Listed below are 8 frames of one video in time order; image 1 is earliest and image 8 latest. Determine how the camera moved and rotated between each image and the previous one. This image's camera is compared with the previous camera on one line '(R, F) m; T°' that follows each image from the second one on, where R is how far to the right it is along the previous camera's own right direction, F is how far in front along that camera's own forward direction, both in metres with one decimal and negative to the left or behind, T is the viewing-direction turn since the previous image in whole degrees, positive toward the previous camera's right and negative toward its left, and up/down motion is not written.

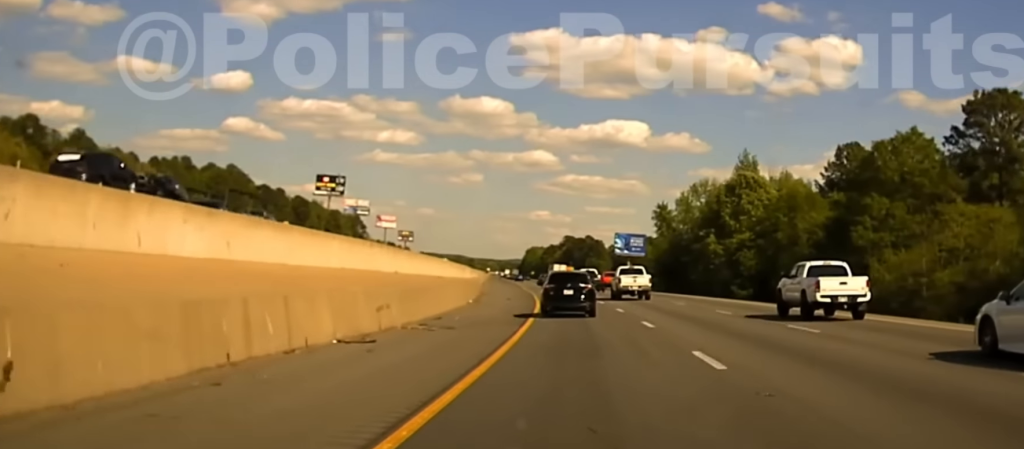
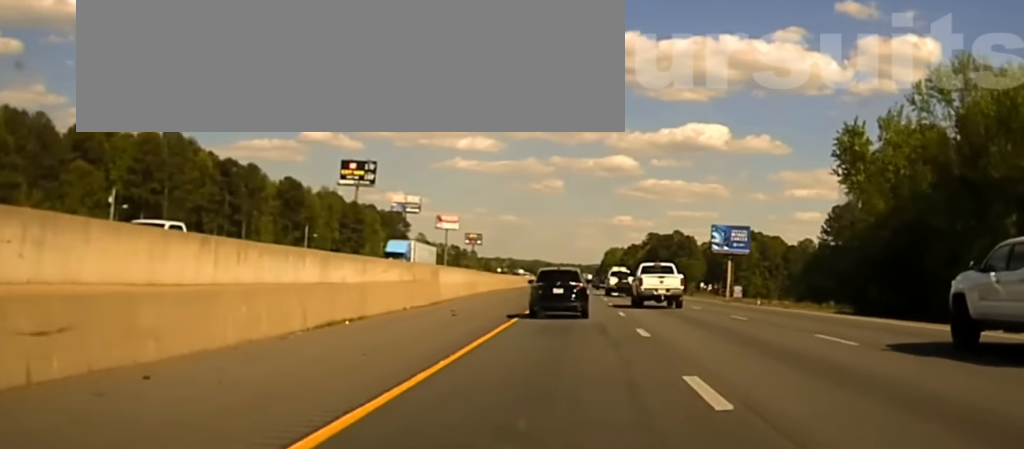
(-1.3, +70.0) m; -1°
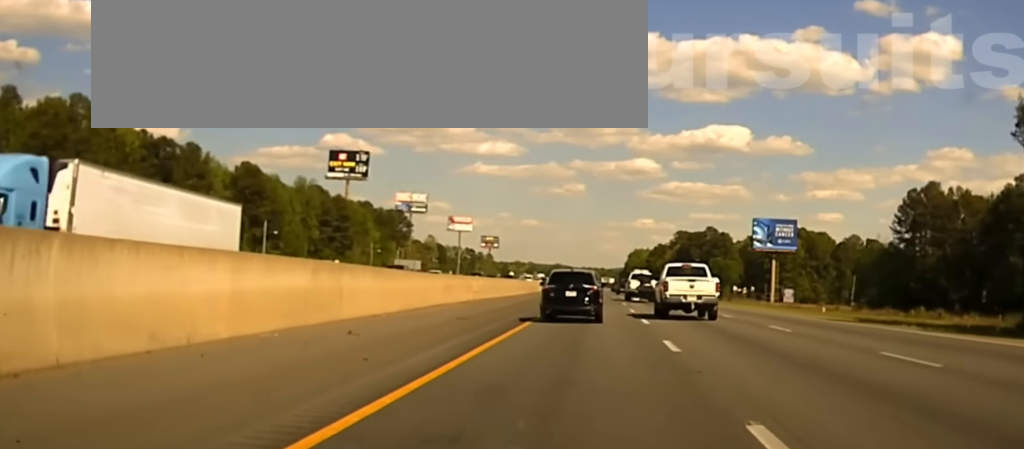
(0.0, +37.0) m; 0°
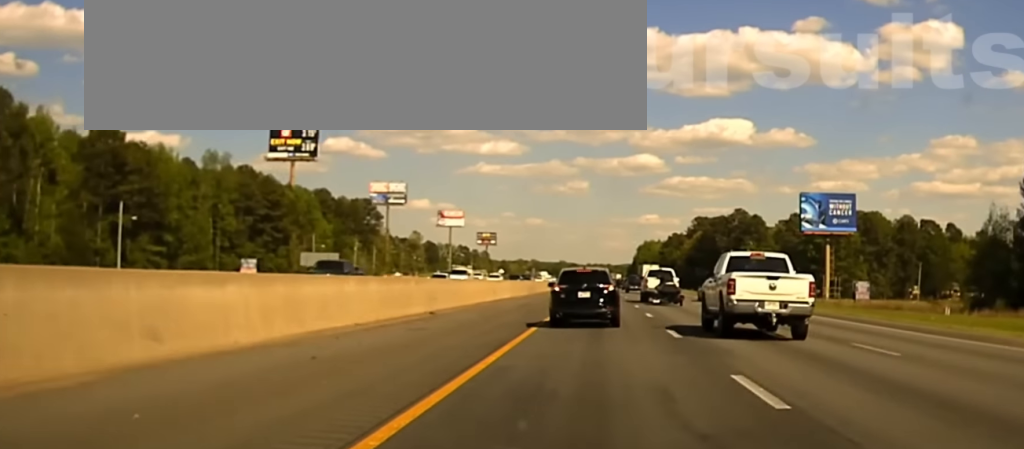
(0.0, +53.0) m; 0°
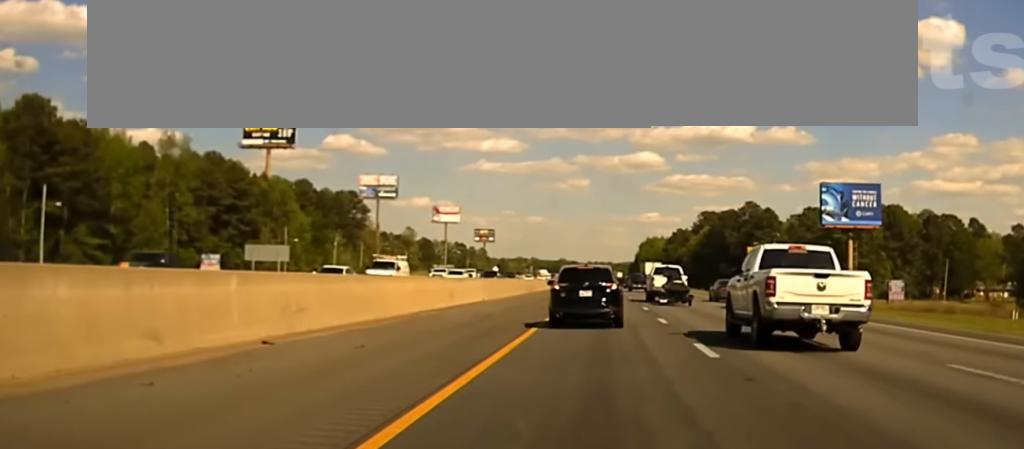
(0.0, +16.5) m; 0°
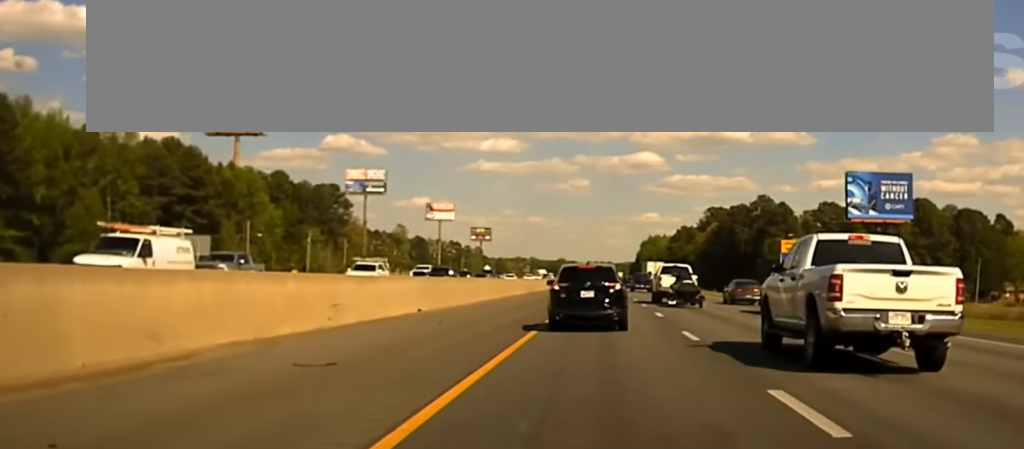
(0.0, +19.1) m; 0°
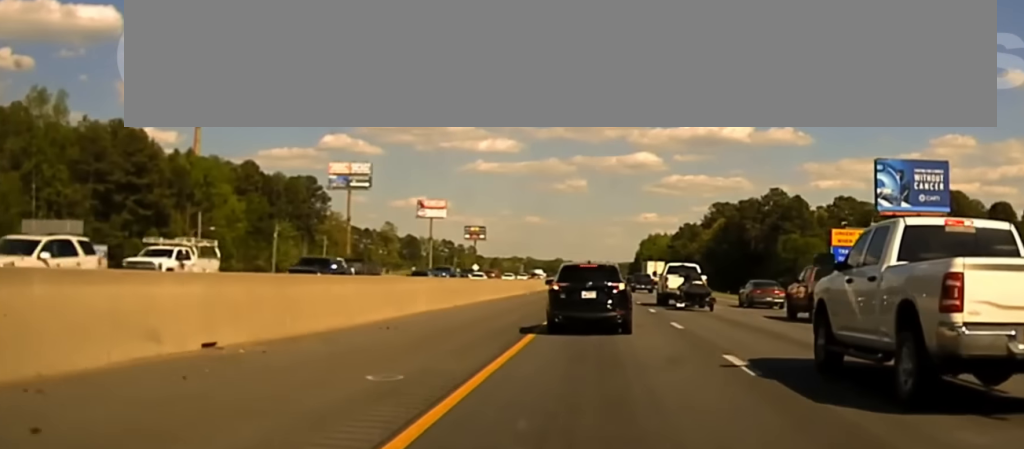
(0.0, +20.8) m; 0°
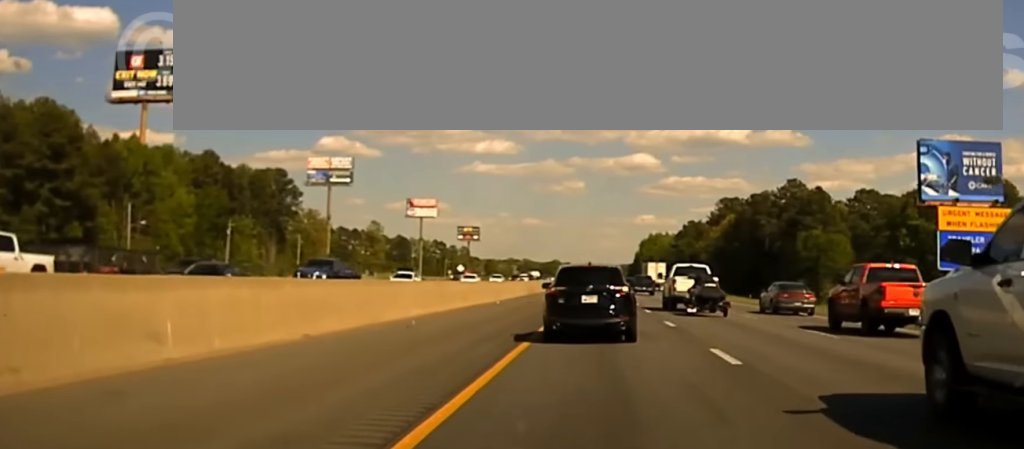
(0.0, +22.2) m; 0°
